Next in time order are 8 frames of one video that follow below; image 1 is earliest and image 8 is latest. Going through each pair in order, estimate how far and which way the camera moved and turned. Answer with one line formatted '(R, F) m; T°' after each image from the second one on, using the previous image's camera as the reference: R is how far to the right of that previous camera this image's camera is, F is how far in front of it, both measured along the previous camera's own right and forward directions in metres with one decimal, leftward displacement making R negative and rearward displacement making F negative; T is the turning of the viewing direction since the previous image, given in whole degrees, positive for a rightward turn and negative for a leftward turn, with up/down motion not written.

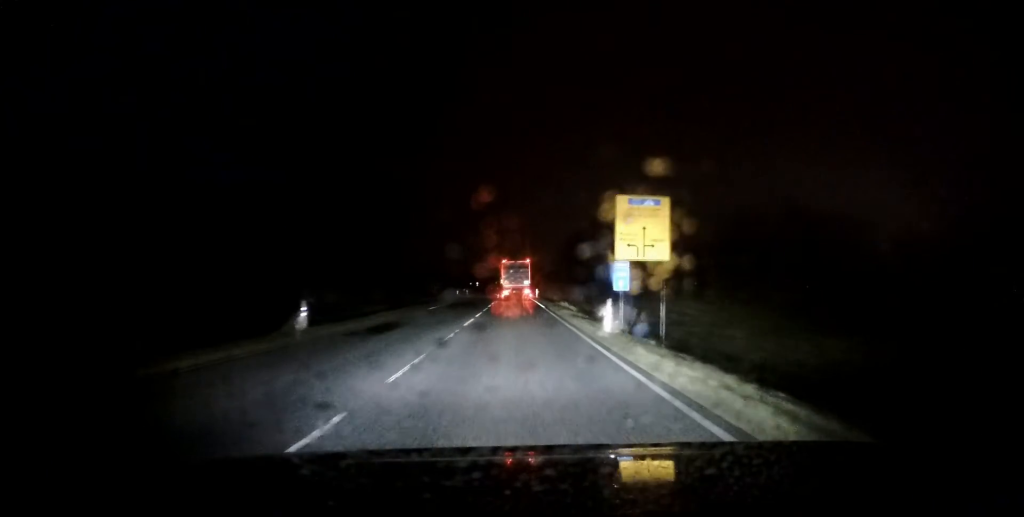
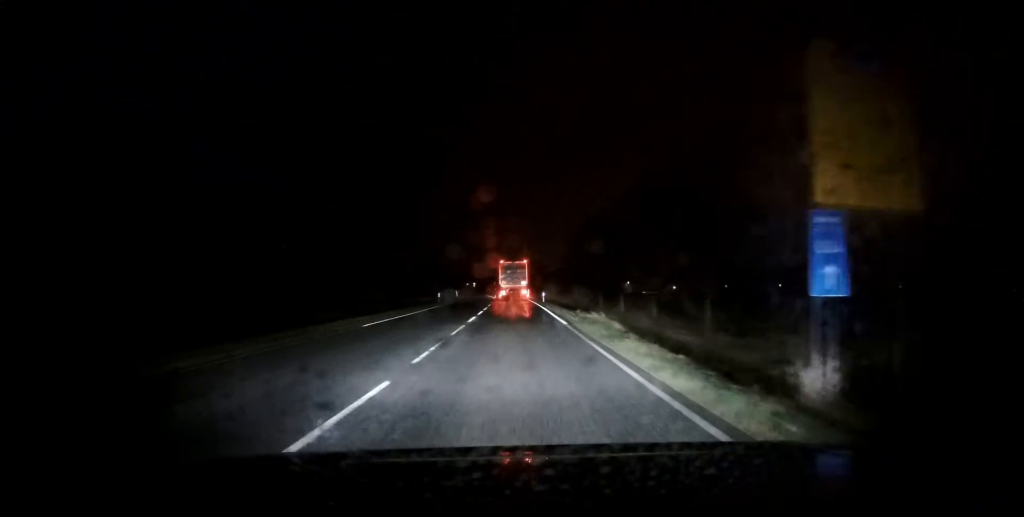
(-0.1, +15.8) m; -1°
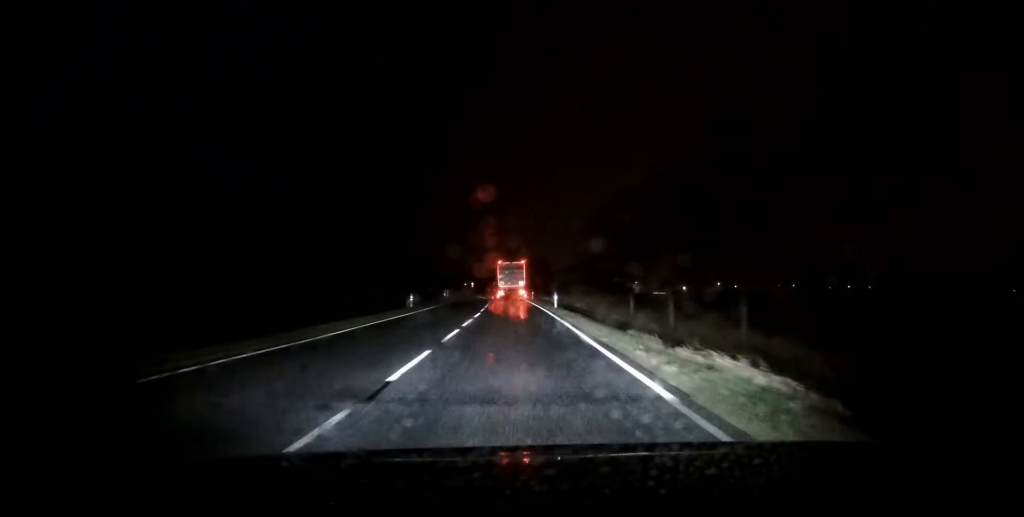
(-0.1, +14.0) m; -1°
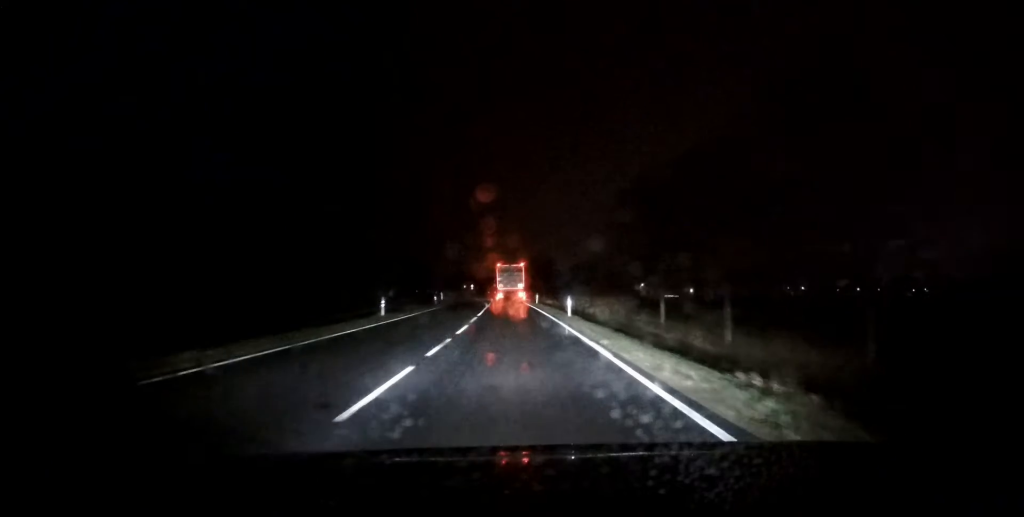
(-0.1, +8.4) m; 0°
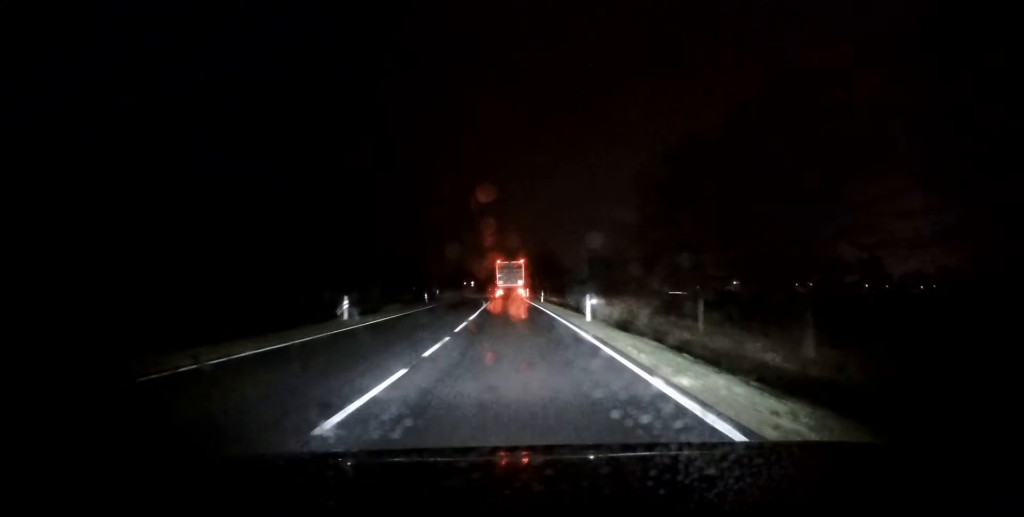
(0.0, +6.6) m; 0°
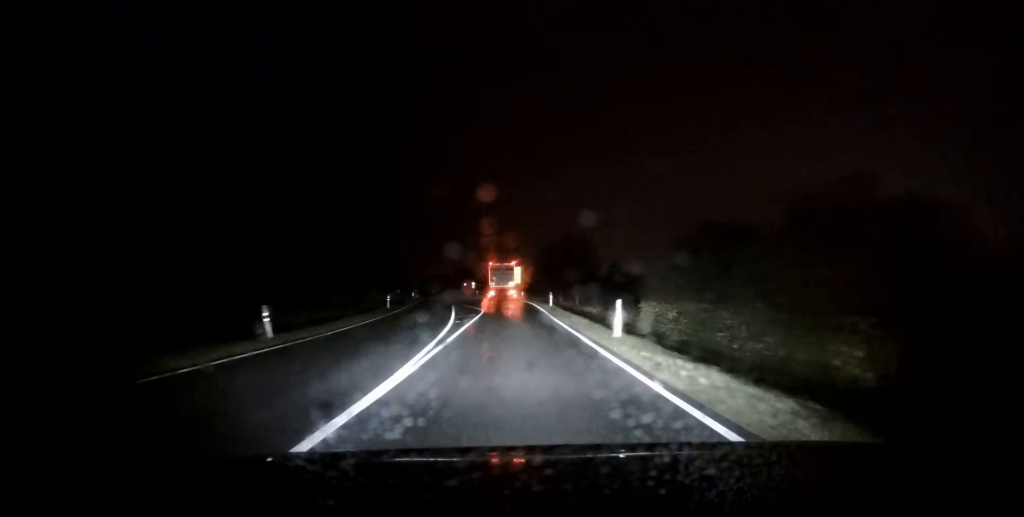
(-0.2, +31.6) m; -1°
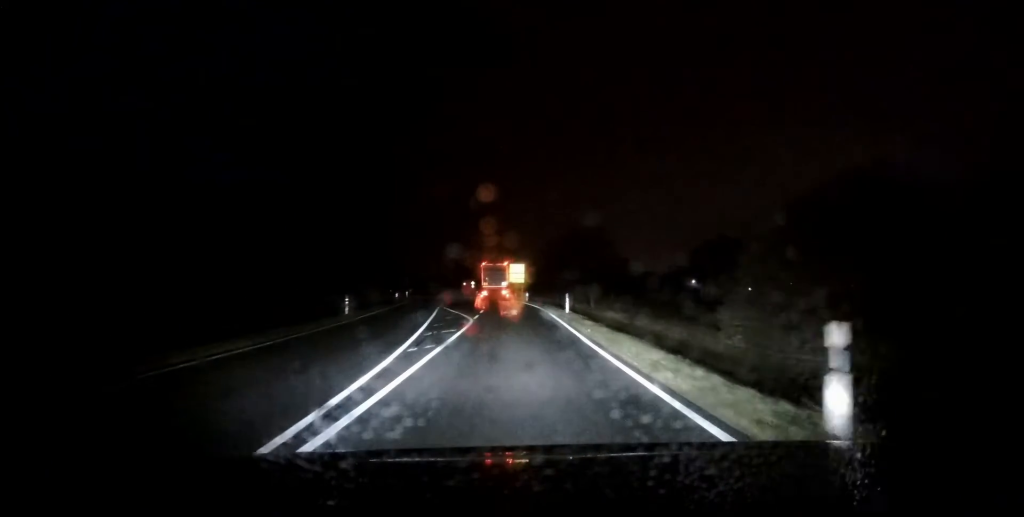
(-0.1, +10.6) m; -1°
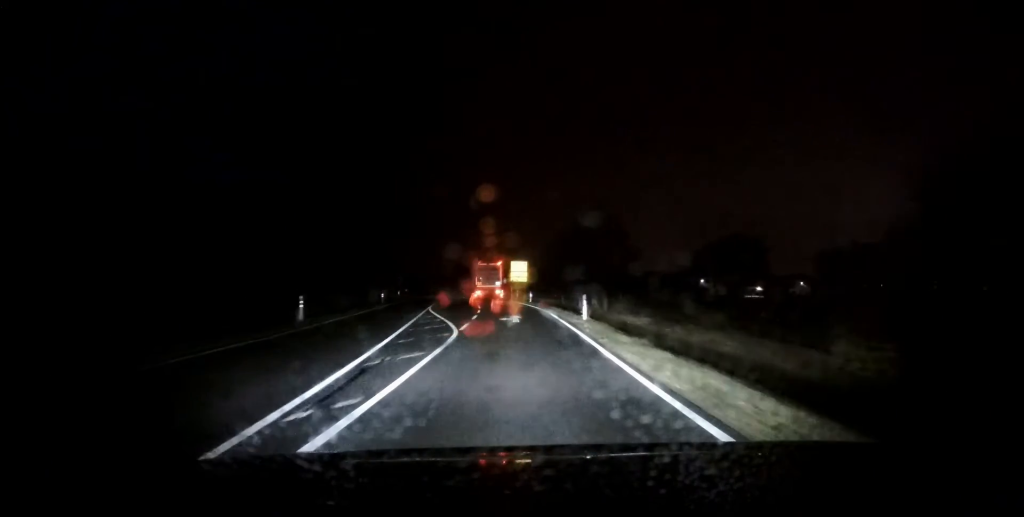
(0.0, +6.7) m; -1°
